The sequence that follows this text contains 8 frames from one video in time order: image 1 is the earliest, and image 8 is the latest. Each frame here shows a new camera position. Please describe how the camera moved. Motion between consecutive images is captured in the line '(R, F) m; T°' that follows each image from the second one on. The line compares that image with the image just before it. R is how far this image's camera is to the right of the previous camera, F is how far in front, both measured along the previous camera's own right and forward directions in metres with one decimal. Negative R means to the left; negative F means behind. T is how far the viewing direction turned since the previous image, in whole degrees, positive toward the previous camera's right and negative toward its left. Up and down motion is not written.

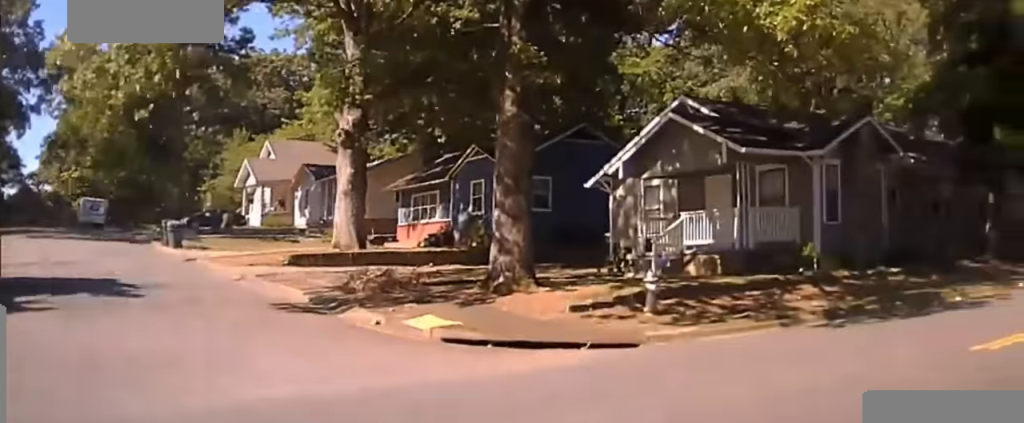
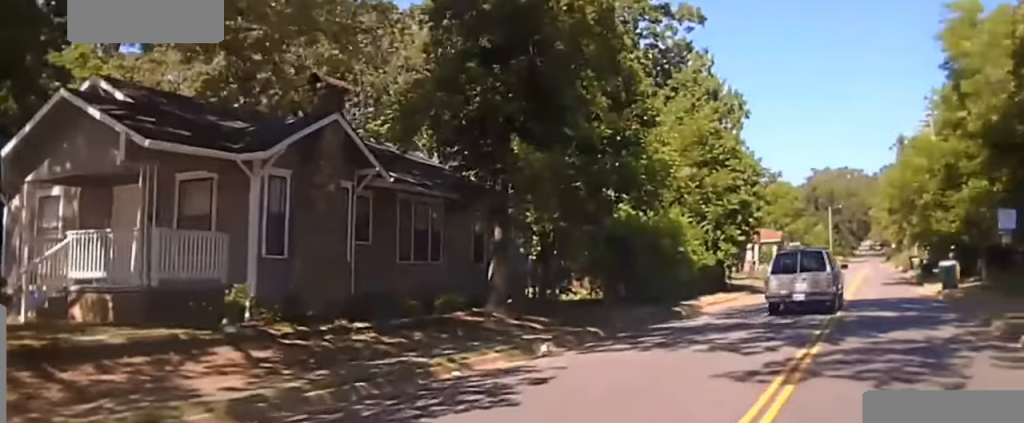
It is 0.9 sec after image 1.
(+0.7, +7.5) m; +13°
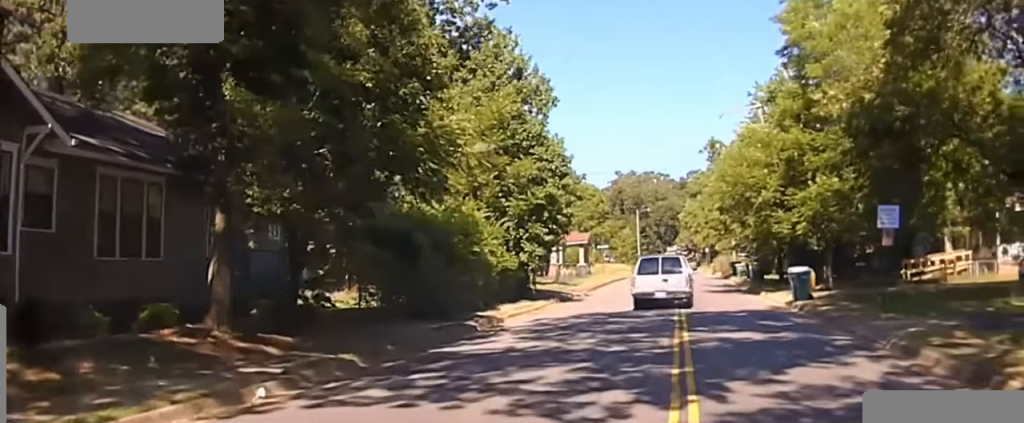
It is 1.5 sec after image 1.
(+0.3, +4.6) m; +9°
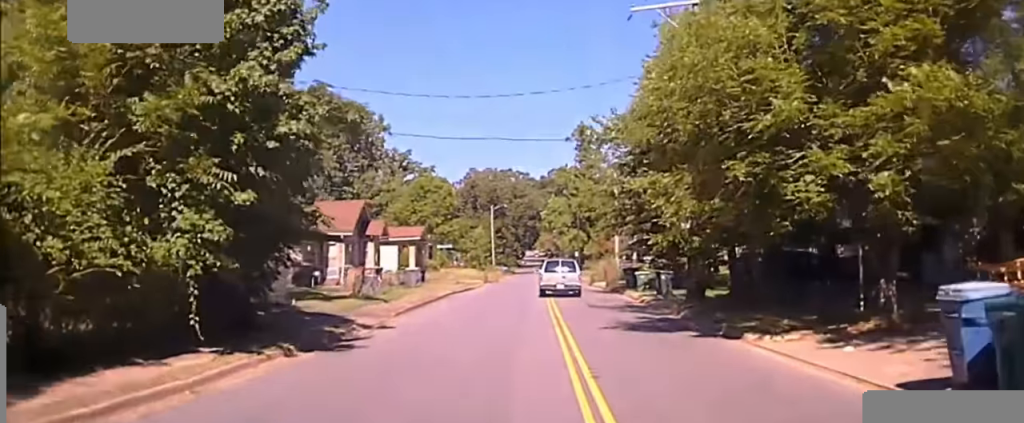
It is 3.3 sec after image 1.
(+3.6, +14.4) m; +20°
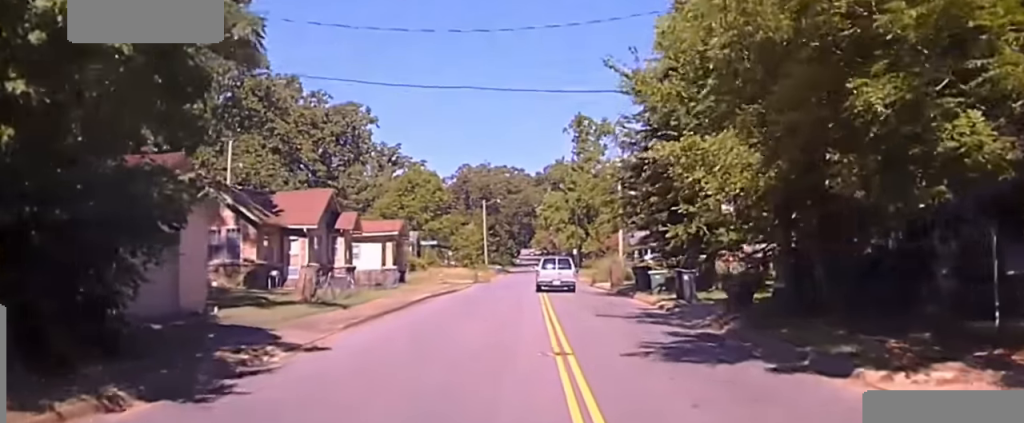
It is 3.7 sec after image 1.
(0.0, +6.8) m; 0°
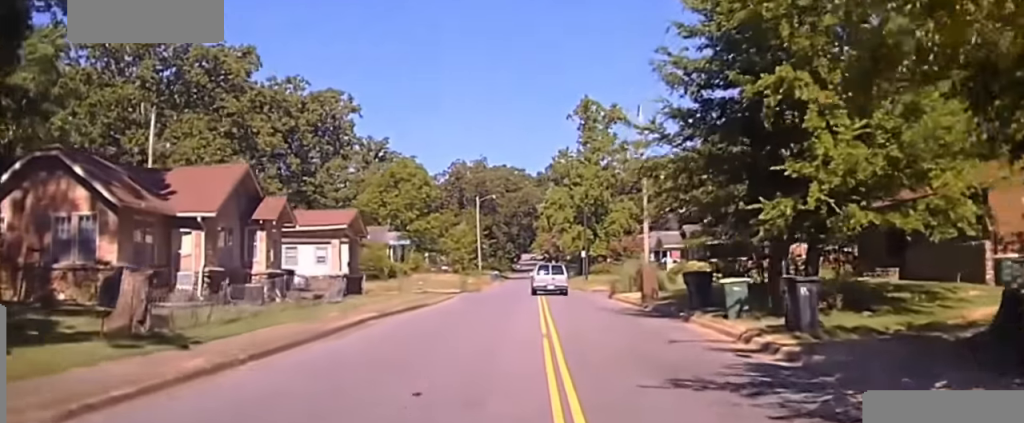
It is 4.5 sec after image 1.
(+0.1, +13.3) m; 0°
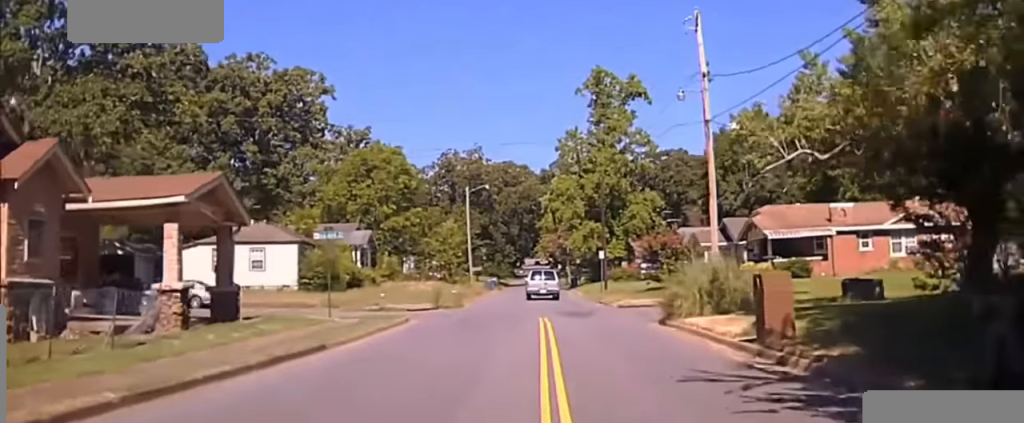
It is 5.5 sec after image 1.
(-0.1, +17.7) m; -1°
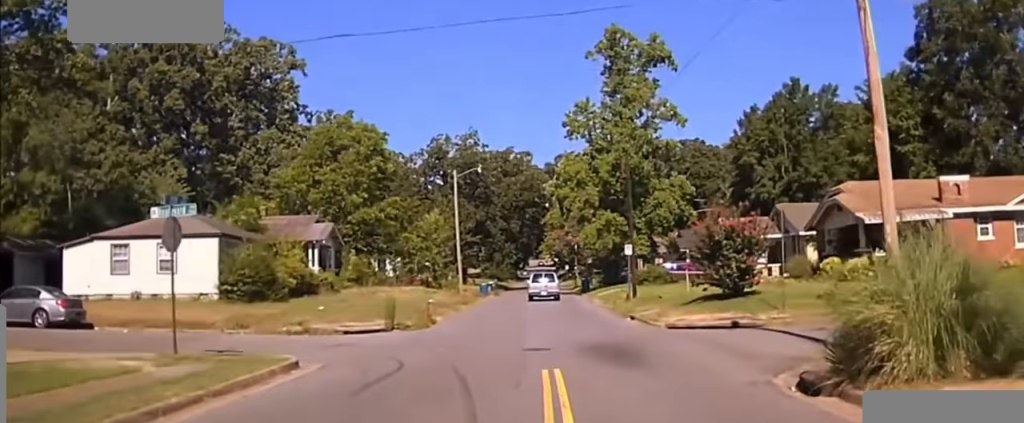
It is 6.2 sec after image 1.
(-0.3, +14.6) m; 0°
